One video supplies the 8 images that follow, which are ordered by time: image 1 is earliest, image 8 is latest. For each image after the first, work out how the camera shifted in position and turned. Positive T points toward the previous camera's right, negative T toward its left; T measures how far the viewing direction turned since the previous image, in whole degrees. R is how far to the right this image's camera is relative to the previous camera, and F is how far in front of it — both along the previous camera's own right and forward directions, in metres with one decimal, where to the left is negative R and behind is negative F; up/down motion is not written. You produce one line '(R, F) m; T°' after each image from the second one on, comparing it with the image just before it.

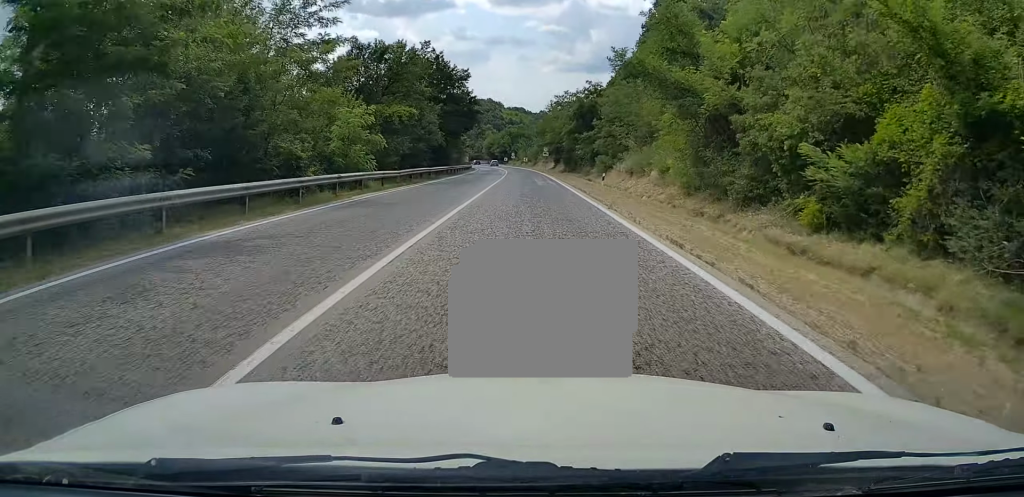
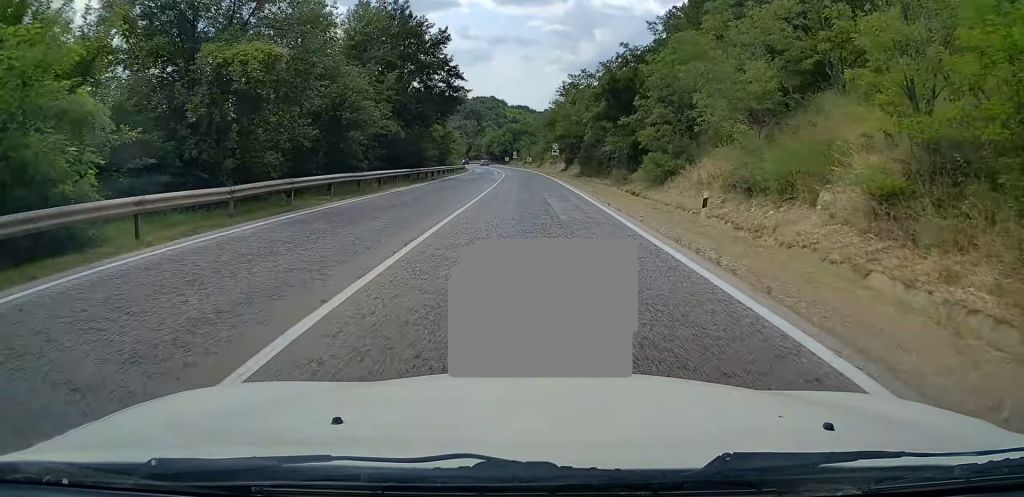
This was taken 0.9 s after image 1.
(+0.1, +19.9) m; 0°
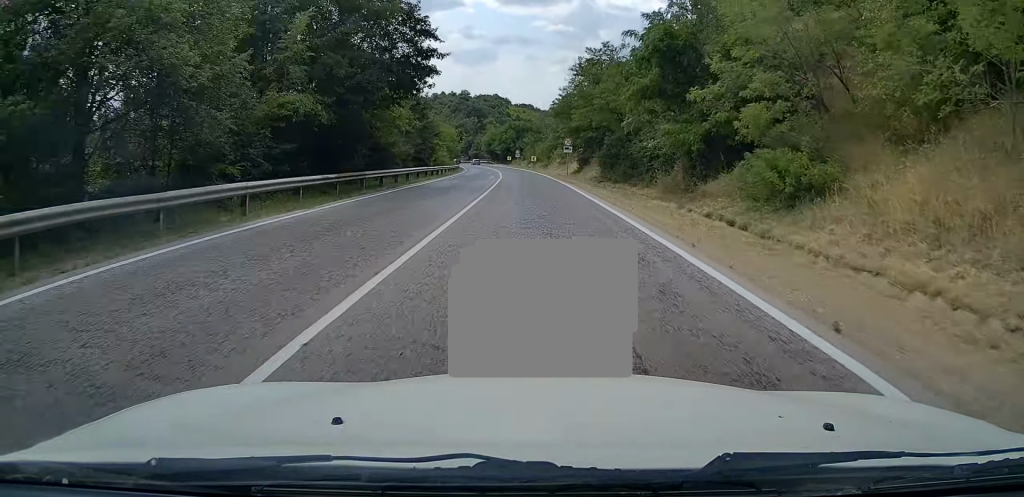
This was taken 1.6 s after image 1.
(0.0, +14.7) m; 0°
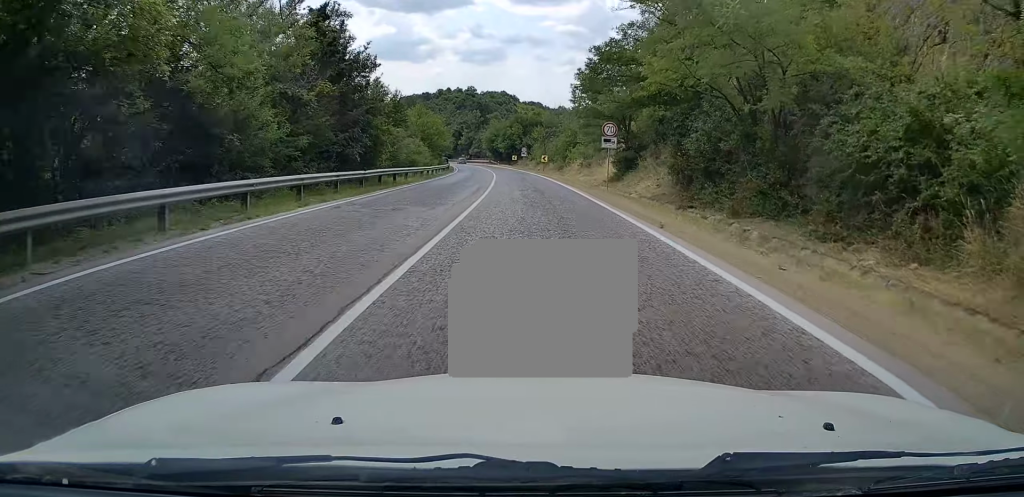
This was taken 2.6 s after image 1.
(-0.2, +22.6) m; -1°
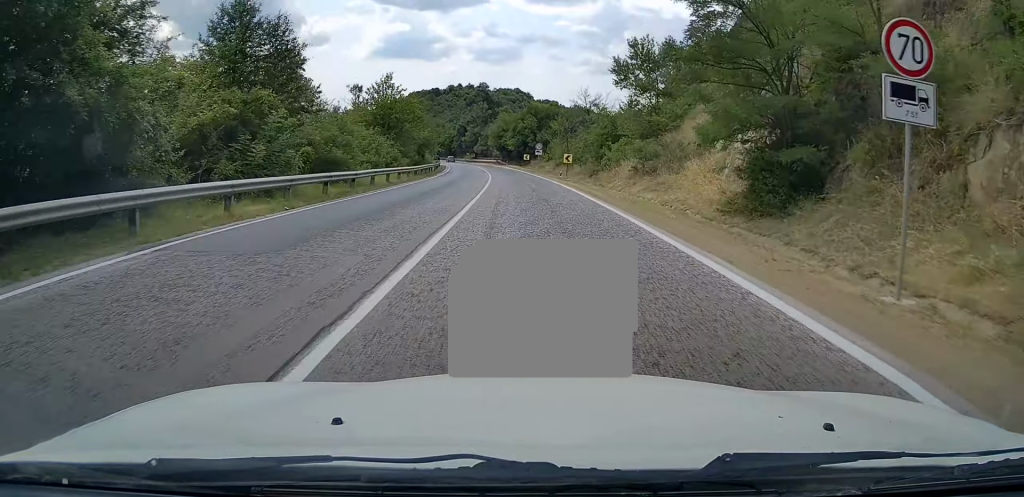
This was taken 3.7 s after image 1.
(-0.3, +24.0) m; -1°
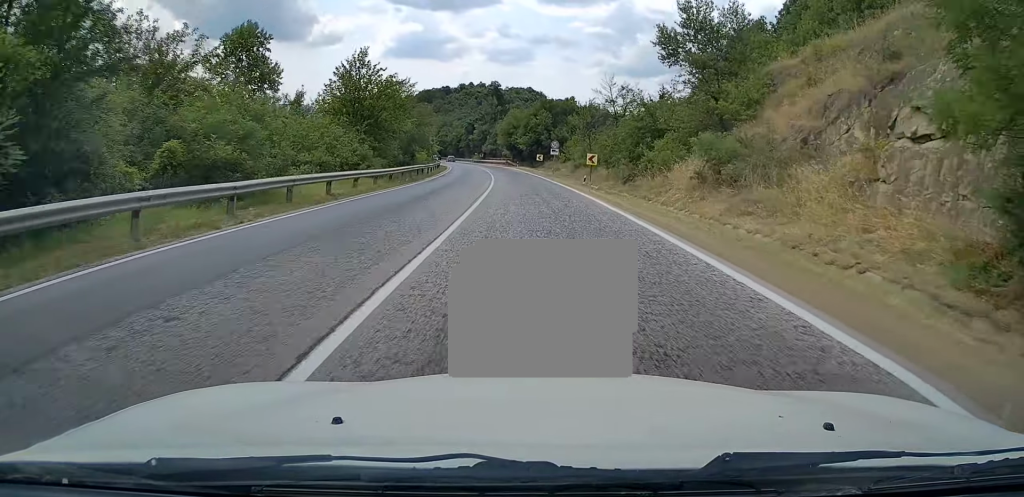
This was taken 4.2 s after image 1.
(+0.1, +11.6) m; -1°
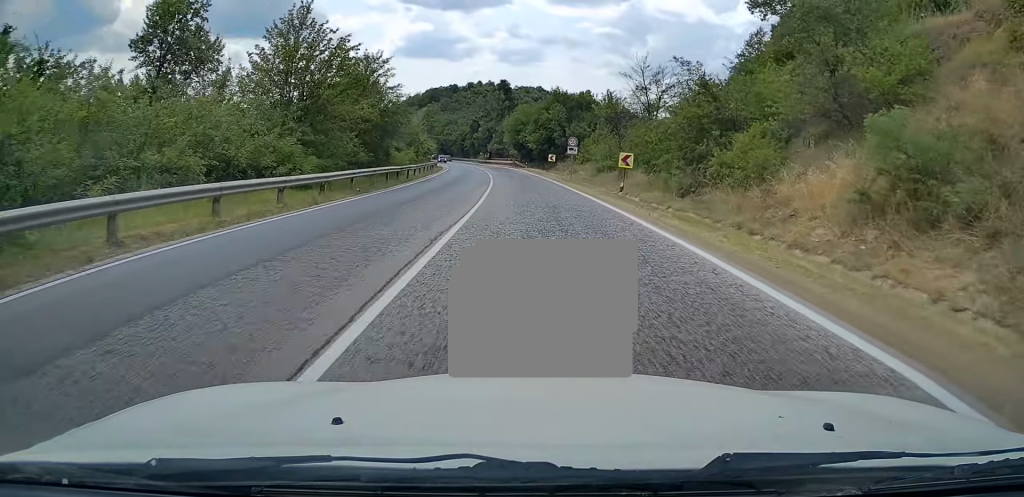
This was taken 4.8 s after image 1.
(-0.2, +12.3) m; -1°
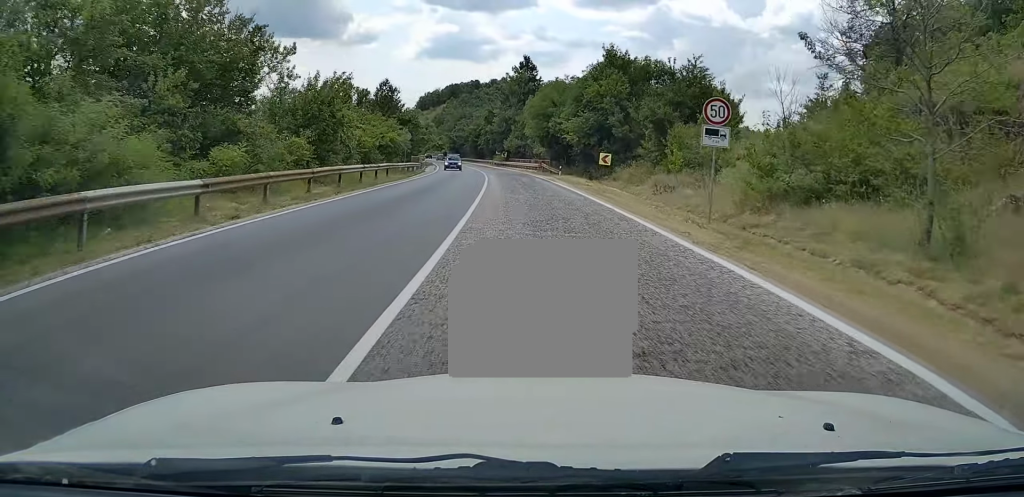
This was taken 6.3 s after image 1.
(-0.3, +31.6) m; -2°
